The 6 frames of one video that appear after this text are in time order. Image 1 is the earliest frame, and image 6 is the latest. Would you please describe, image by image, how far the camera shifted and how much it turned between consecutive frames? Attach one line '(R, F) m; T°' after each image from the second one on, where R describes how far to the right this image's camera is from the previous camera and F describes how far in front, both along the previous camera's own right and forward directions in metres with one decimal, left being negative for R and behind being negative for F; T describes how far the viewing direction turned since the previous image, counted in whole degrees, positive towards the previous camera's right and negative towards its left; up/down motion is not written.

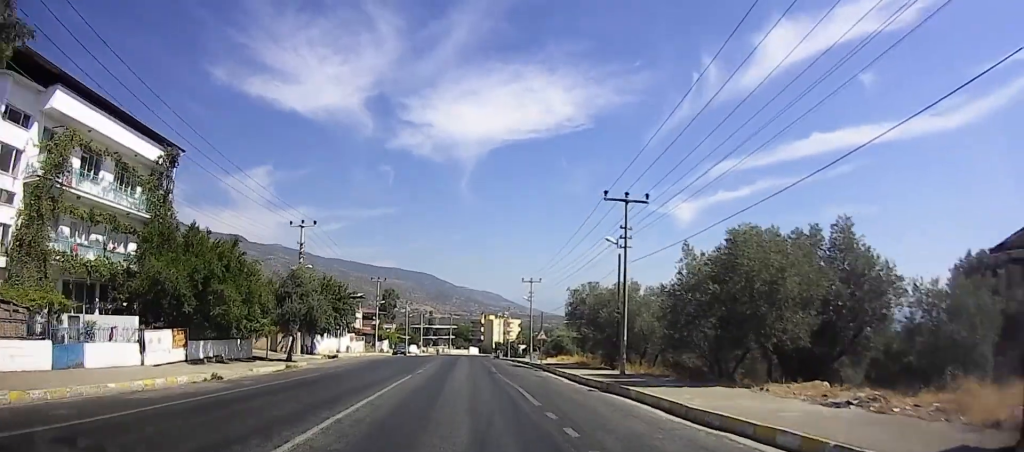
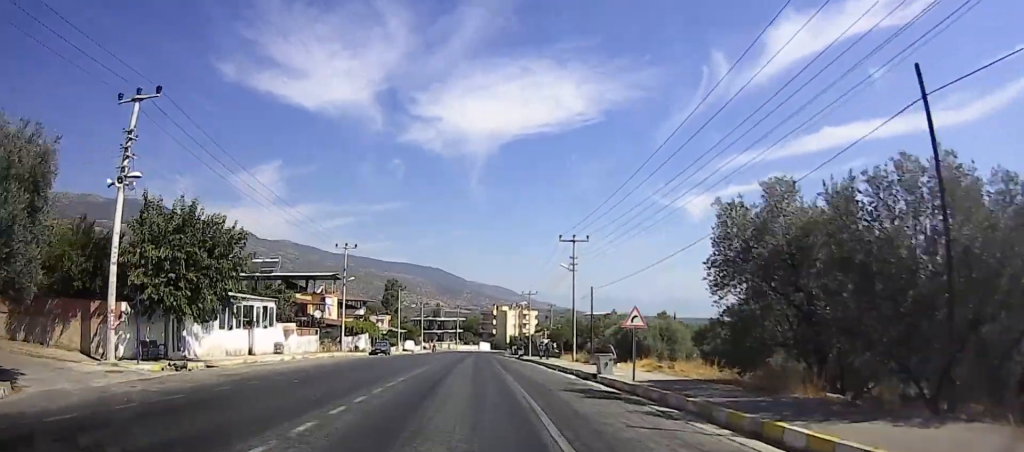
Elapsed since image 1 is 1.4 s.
(0.0, +23.3) m; 0°
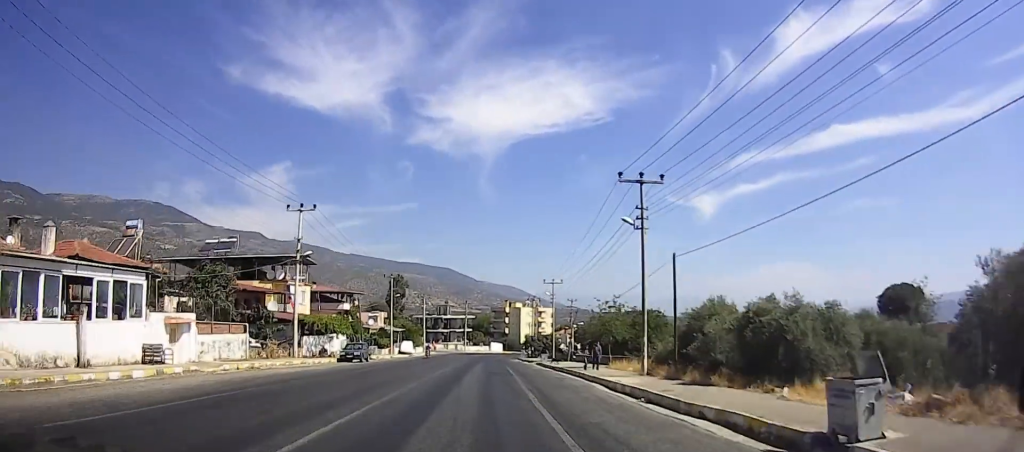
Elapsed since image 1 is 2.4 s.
(0.0, +15.8) m; 0°
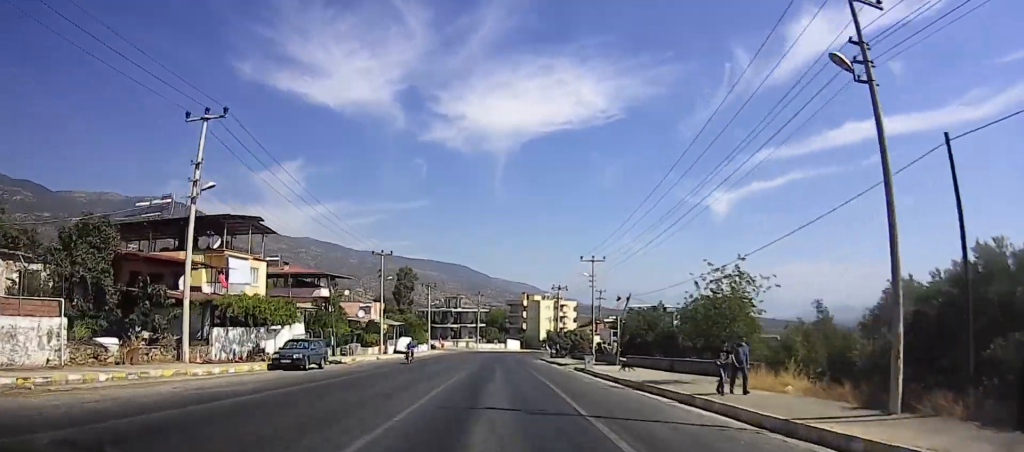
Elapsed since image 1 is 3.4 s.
(-0.1, +15.8) m; 0°
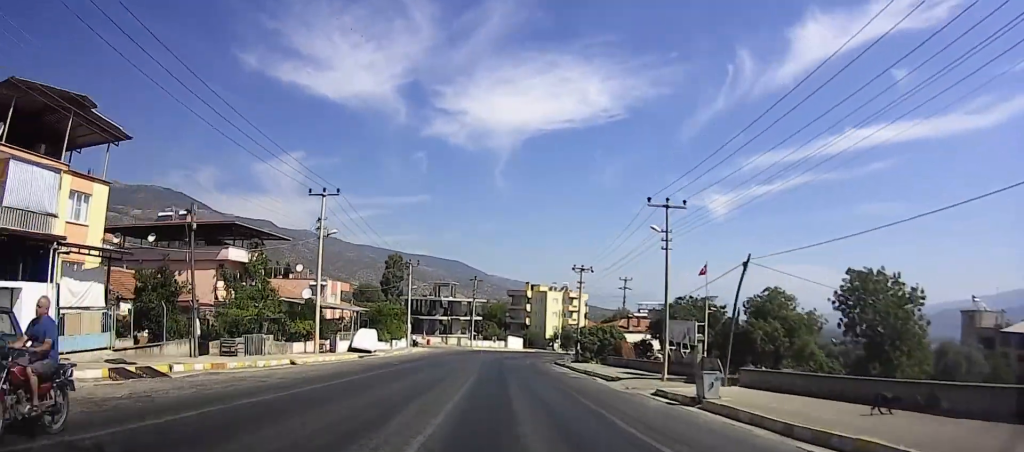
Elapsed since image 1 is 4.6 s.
(0.0, +20.1) m; 0°
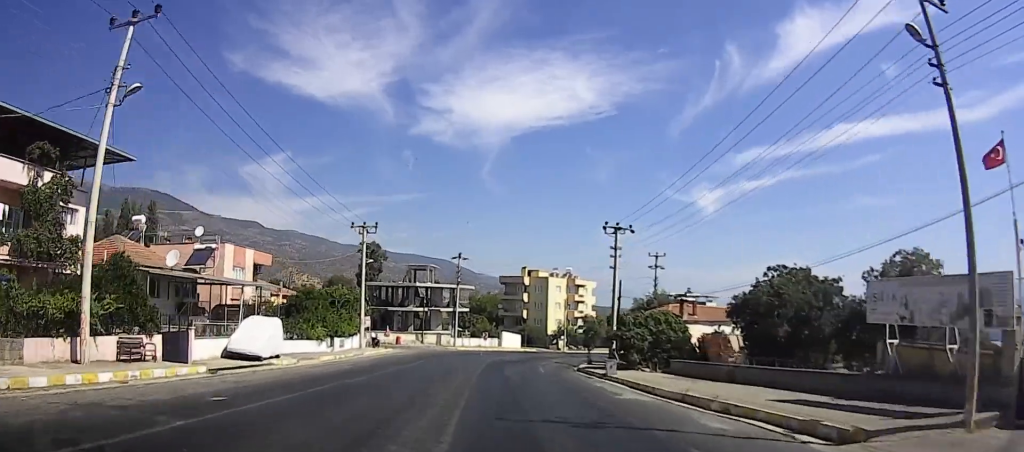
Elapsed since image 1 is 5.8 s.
(0.0, +20.5) m; 0°
